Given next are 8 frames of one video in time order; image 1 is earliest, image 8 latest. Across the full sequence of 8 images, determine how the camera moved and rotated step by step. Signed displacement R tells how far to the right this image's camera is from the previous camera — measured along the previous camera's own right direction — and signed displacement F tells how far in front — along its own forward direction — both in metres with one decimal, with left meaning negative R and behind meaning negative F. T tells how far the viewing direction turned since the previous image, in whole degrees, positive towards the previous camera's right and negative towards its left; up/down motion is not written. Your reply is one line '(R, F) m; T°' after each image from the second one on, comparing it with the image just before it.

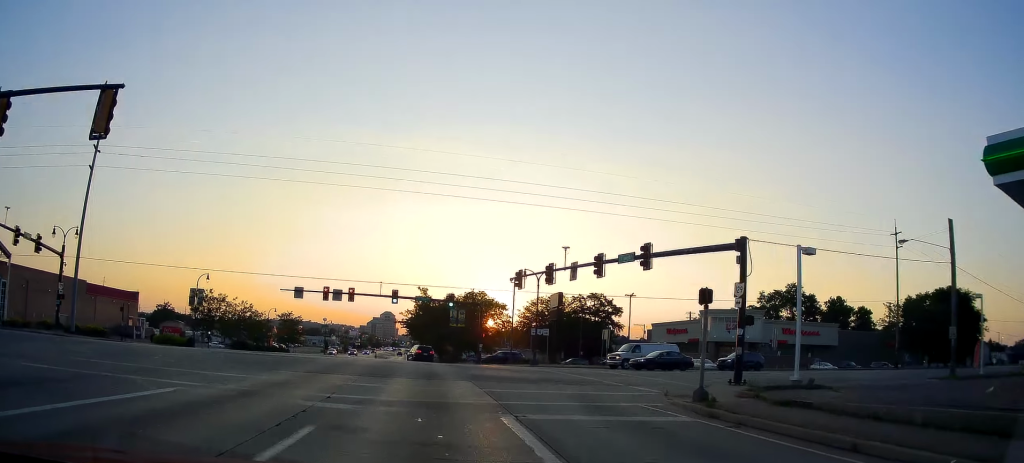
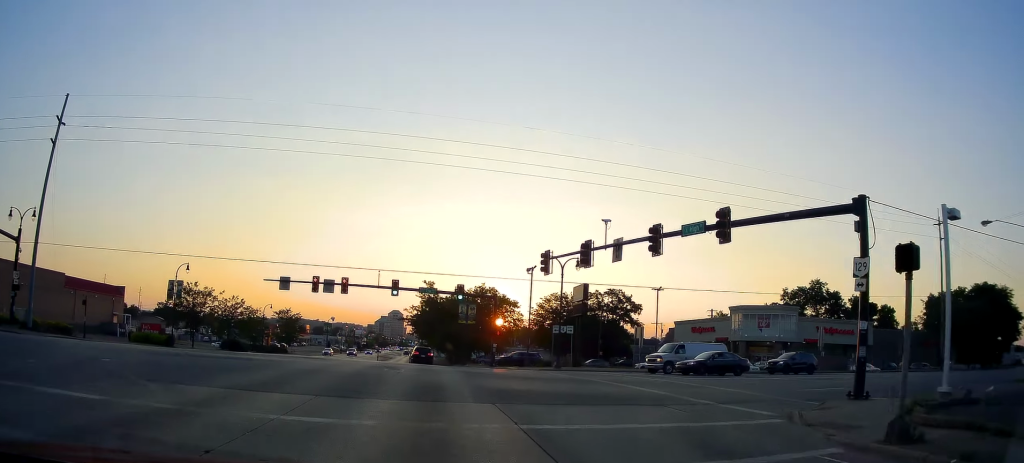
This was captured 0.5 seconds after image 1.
(+0.1, +7.3) m; -1°
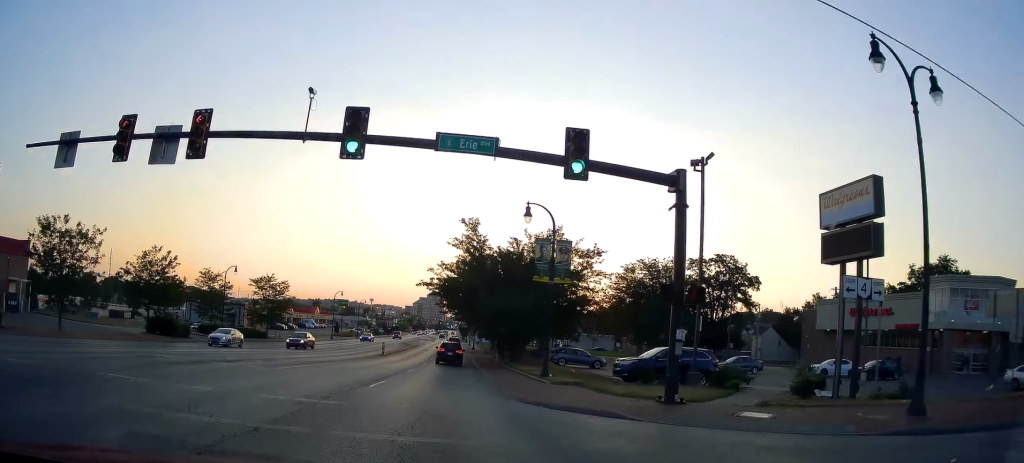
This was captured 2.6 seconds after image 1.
(-1.7, +32.9) m; -4°
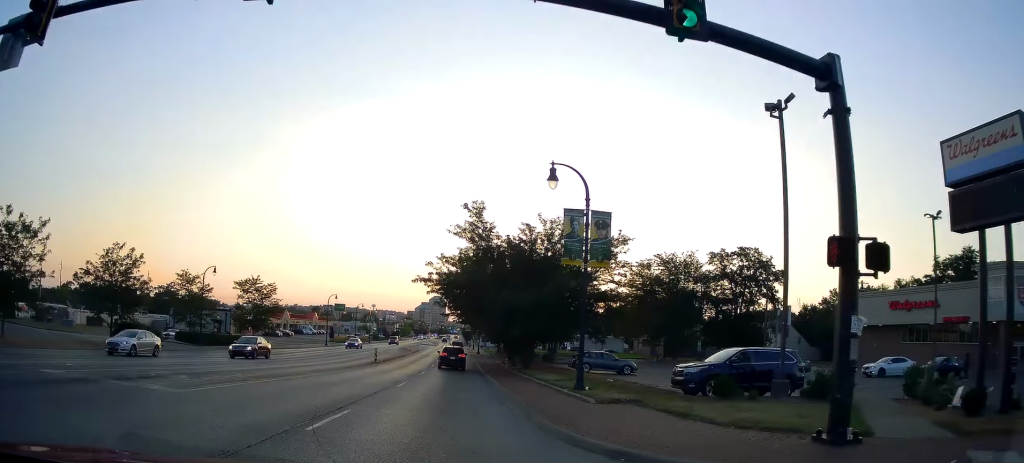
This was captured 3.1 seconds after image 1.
(0.0, +7.0) m; -1°
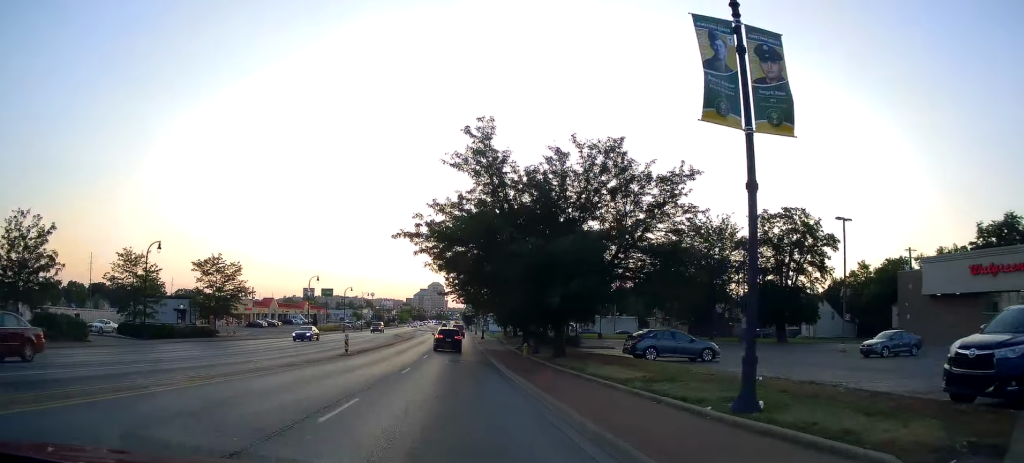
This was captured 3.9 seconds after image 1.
(-0.2, +12.4) m; 0°
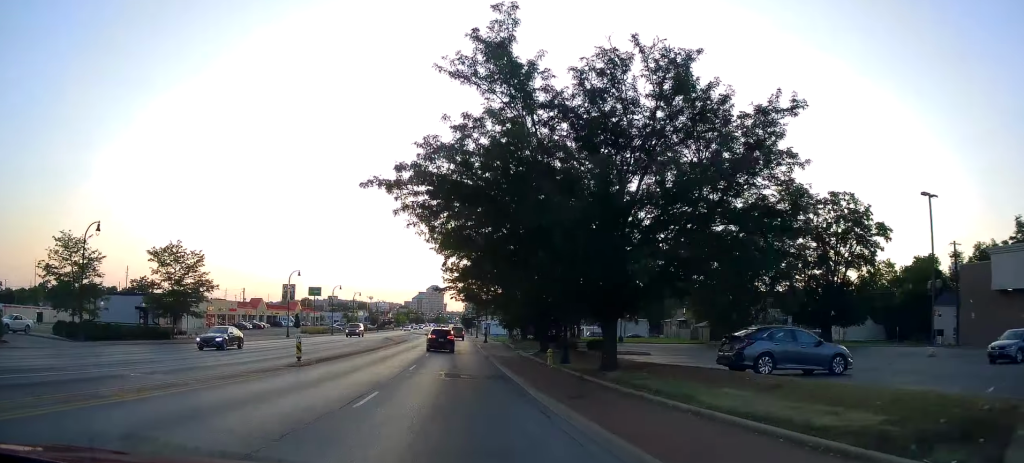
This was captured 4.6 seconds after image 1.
(-0.1, +9.9) m; +1°
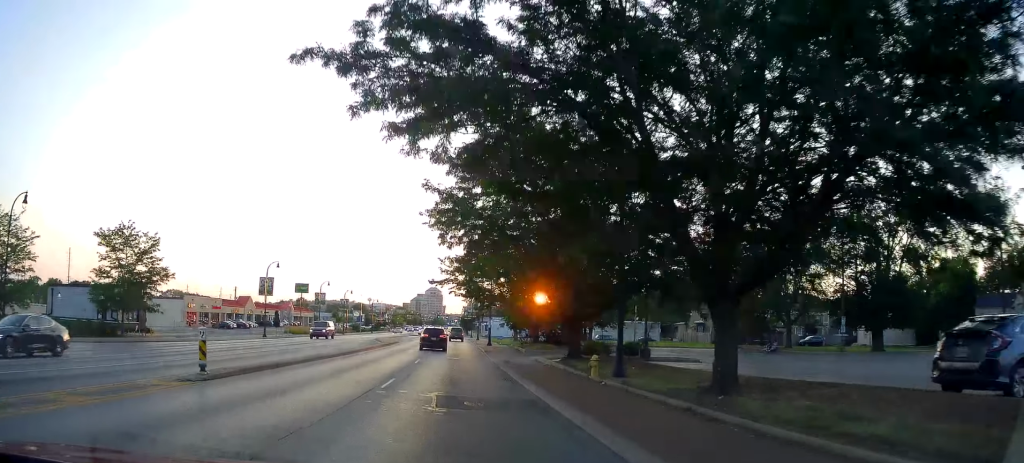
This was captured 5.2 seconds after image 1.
(+0.2, +8.9) m; +1°
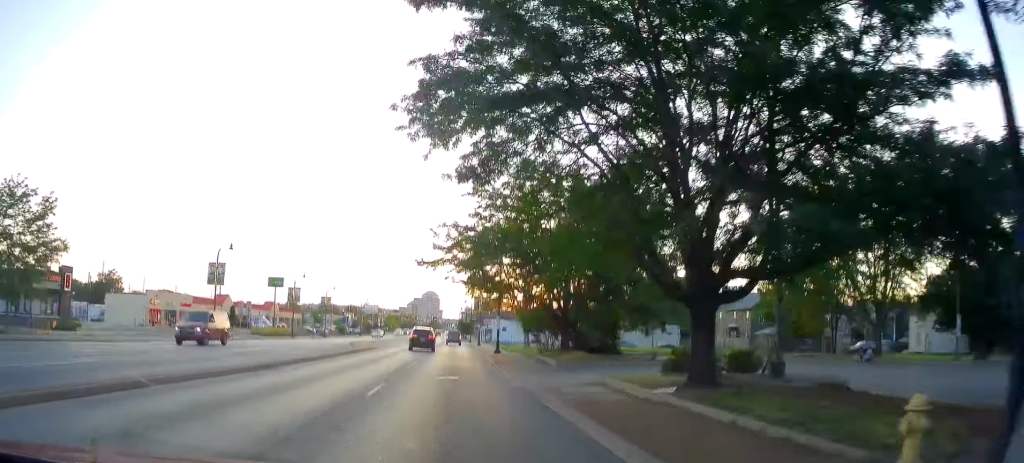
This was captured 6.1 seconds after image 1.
(+0.1, +13.9) m; 0°
